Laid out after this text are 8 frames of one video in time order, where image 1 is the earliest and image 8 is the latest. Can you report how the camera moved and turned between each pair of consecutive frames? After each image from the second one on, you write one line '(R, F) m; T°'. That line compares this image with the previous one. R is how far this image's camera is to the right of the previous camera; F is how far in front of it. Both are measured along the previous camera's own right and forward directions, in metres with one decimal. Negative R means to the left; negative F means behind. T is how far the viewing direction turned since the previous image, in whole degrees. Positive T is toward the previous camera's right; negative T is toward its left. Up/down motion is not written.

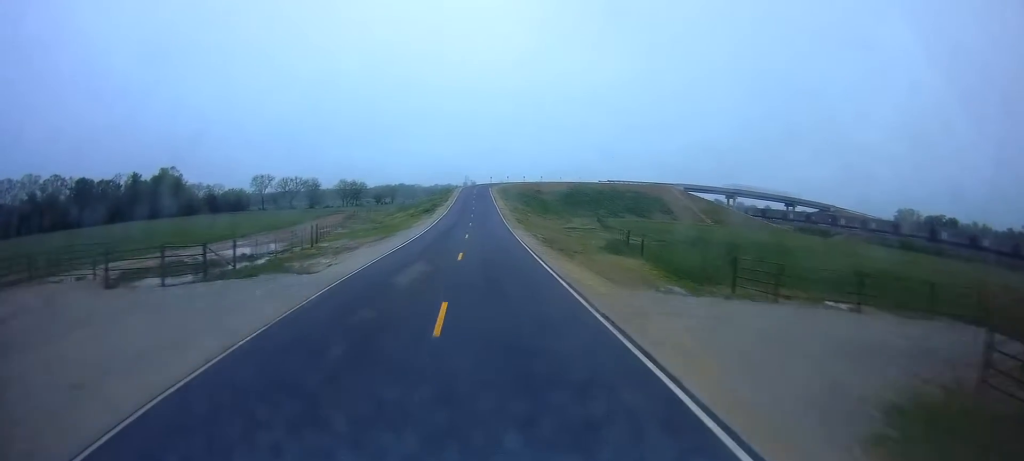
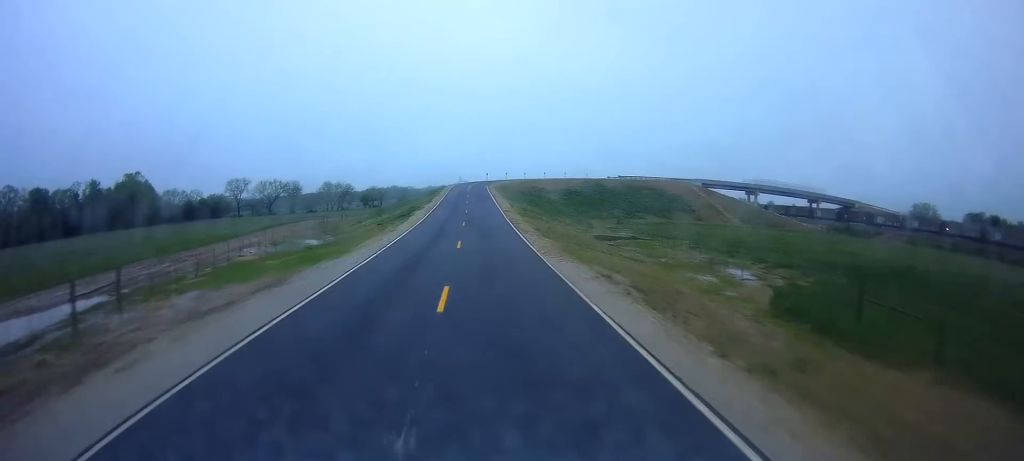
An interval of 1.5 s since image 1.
(+0.9, +22.8) m; +1°
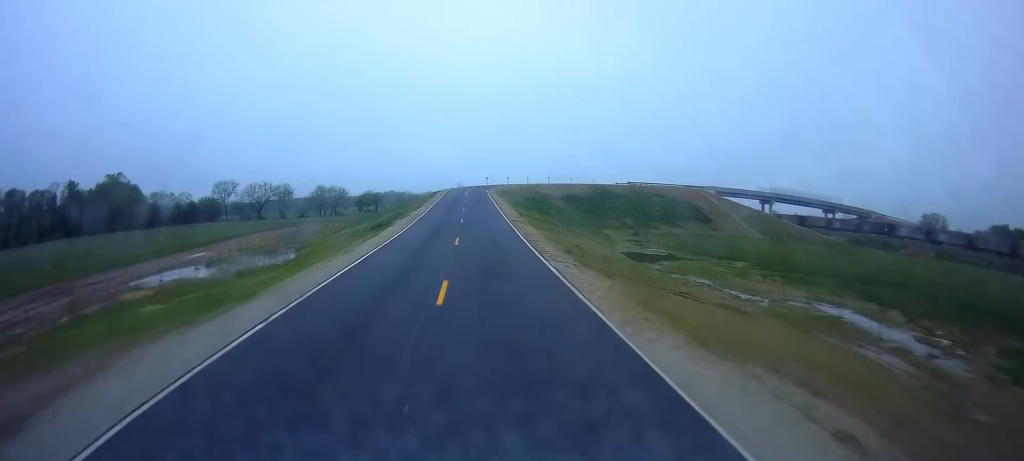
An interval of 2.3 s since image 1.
(-0.3, +11.9) m; -1°
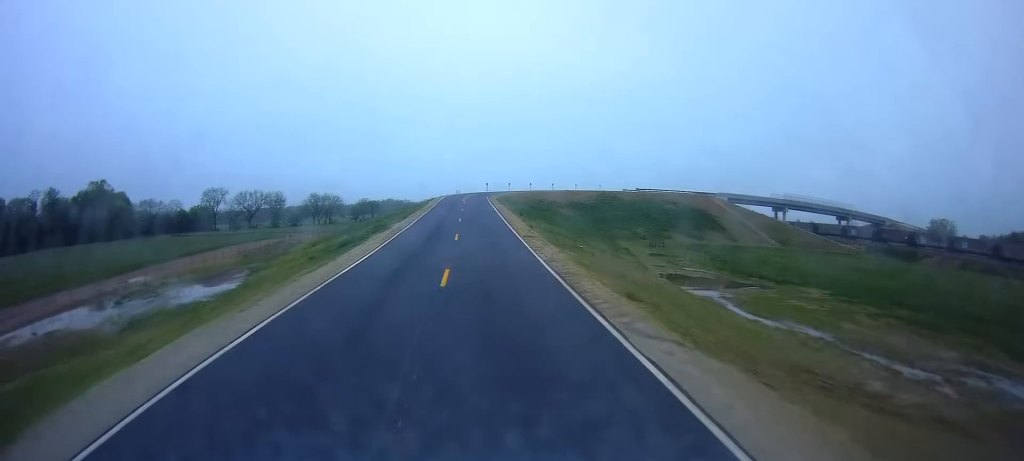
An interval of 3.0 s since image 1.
(-0.2, +9.8) m; 0°
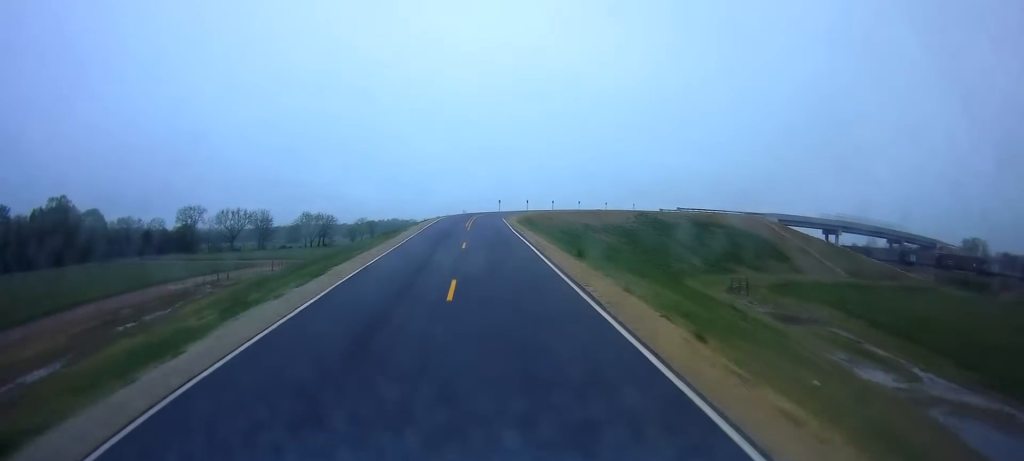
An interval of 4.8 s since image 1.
(+0.9, +26.9) m; +2°
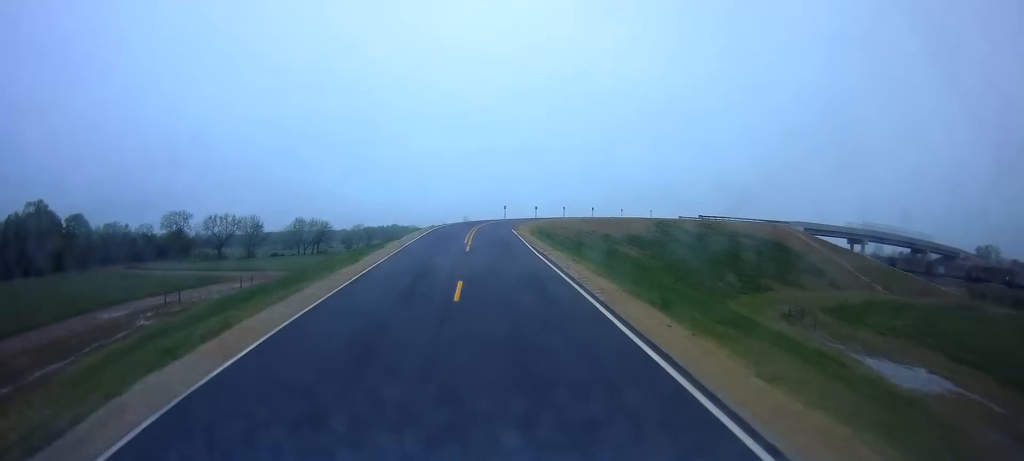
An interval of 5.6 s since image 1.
(+0.1, +13.1) m; -2°
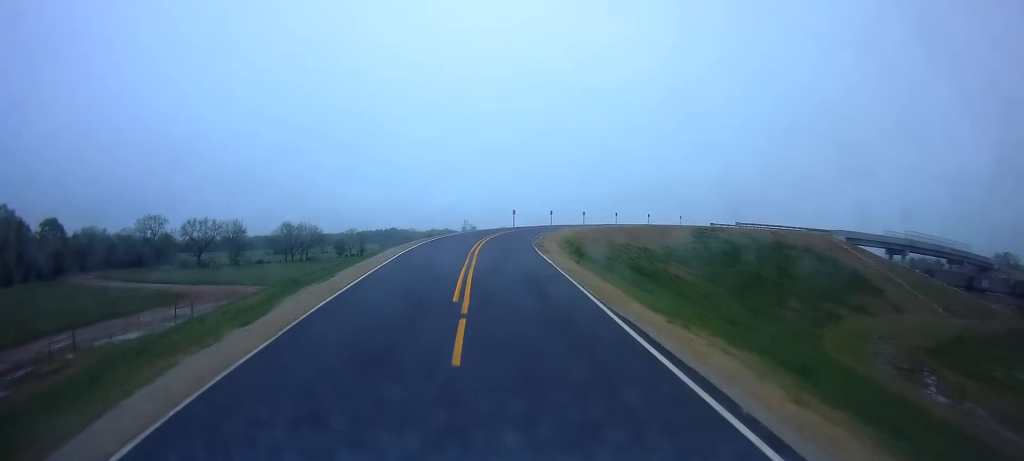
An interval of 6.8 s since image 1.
(-0.8, +18.0) m; -1°
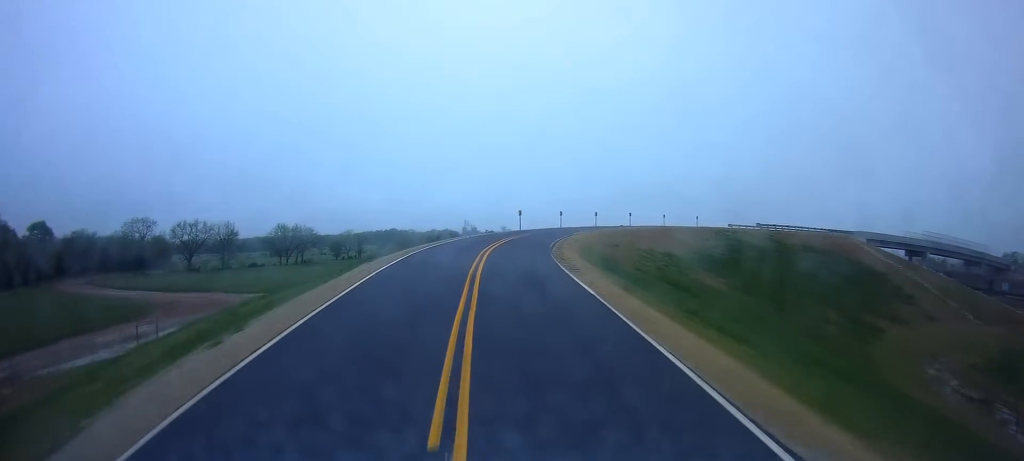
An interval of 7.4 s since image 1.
(+0.3, +7.8) m; +1°
